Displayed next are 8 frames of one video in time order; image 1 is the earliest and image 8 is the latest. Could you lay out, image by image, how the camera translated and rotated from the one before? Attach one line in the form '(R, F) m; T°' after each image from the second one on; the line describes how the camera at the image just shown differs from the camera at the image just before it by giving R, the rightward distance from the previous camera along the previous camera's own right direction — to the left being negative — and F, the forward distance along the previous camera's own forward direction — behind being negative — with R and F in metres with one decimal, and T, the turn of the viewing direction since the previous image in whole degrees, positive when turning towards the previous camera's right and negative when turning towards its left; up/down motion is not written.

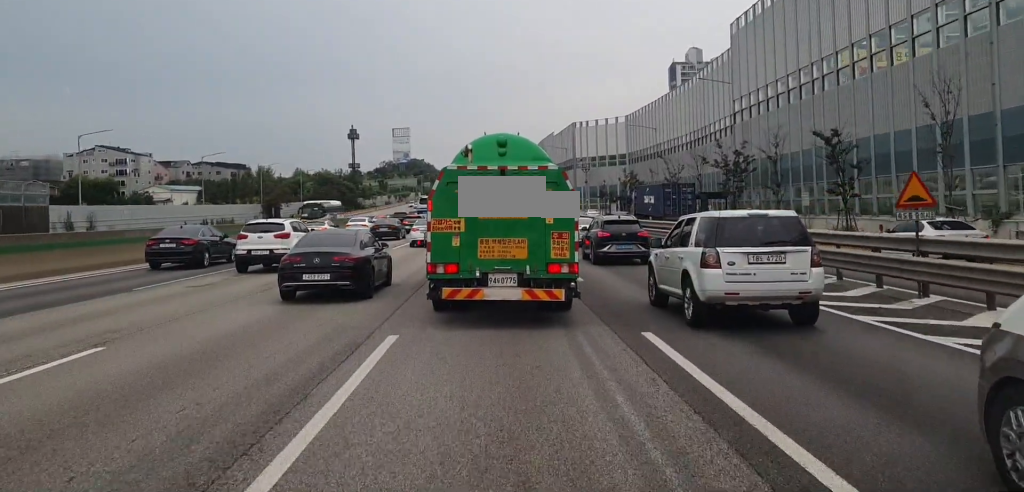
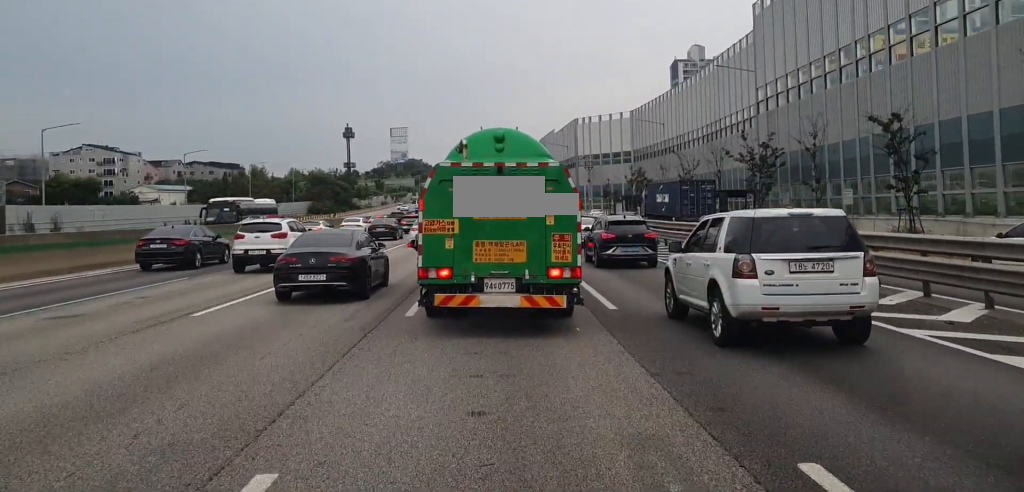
(+0.3, +6.1) m; +2°
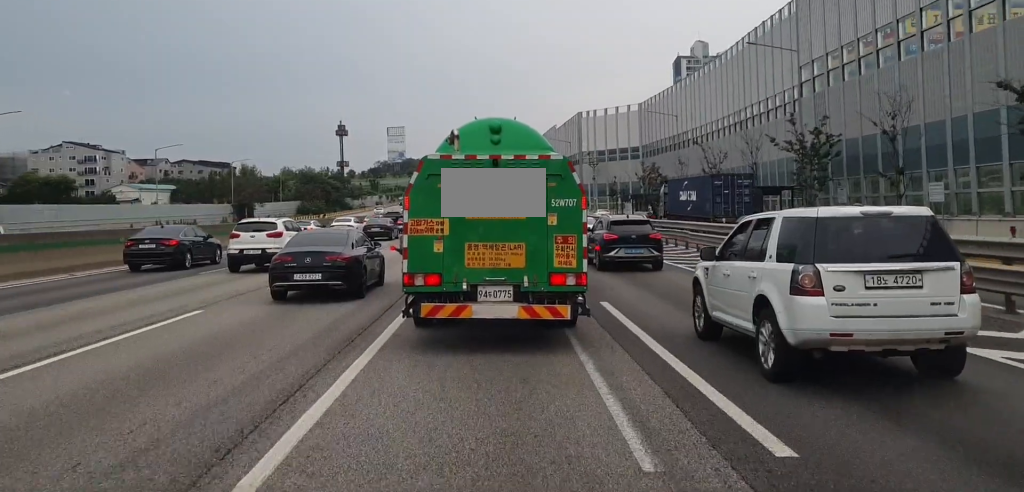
(0.0, +8.7) m; -4°
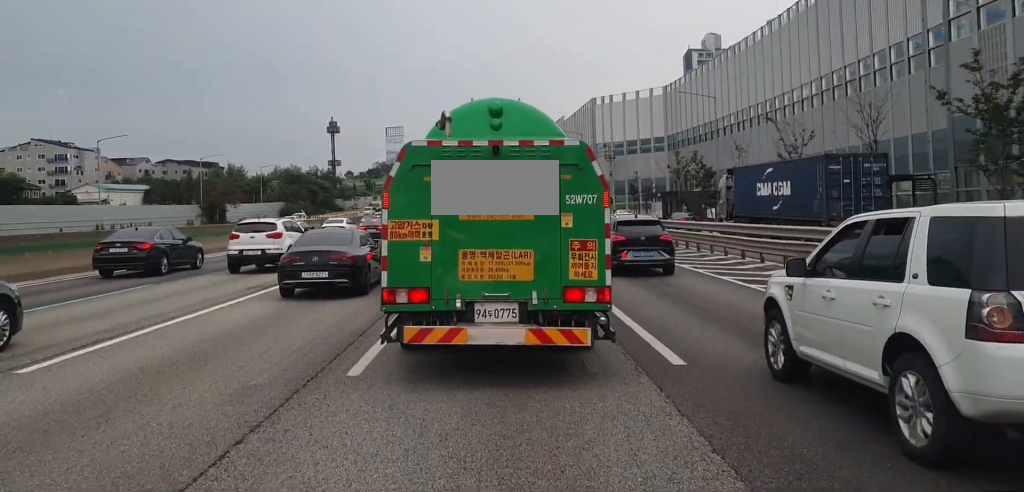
(-0.3, +15.4) m; +1°
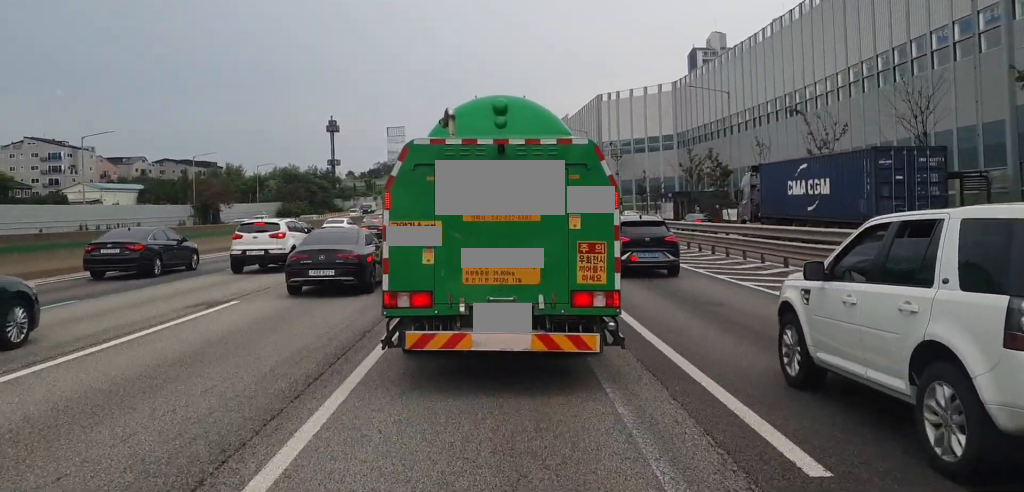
(-0.1, +3.7) m; 0°
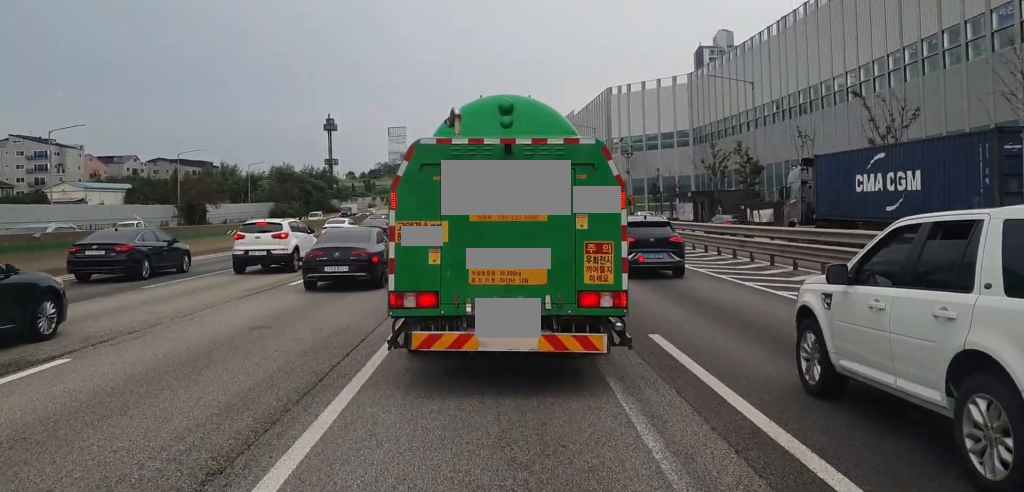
(+0.1, +6.6) m; 0°
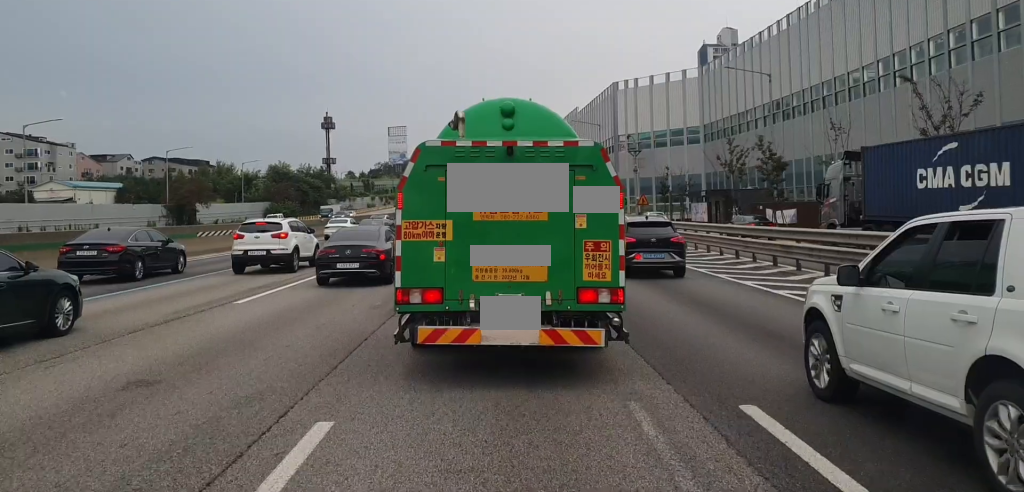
(-0.1, +3.9) m; -1°
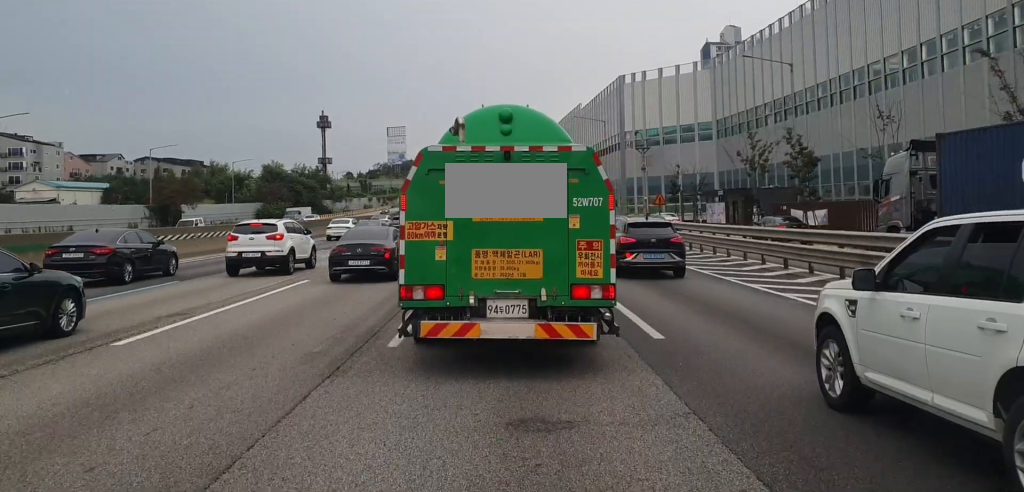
(-0.1, +4.9) m; 0°
